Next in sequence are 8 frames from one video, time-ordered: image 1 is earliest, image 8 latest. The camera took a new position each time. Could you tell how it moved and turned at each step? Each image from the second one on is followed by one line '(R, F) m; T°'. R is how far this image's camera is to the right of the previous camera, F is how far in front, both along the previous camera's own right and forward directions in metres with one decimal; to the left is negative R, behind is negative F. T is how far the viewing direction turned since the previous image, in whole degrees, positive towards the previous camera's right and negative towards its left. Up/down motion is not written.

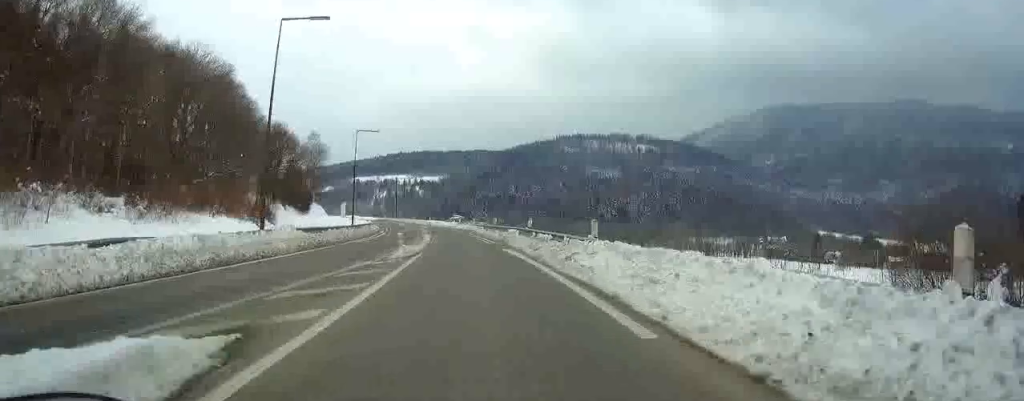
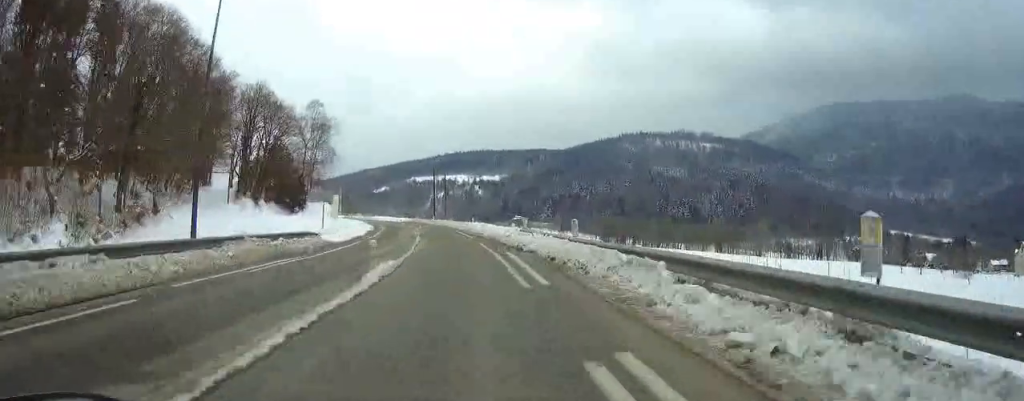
(-2.0, +47.0) m; -6°
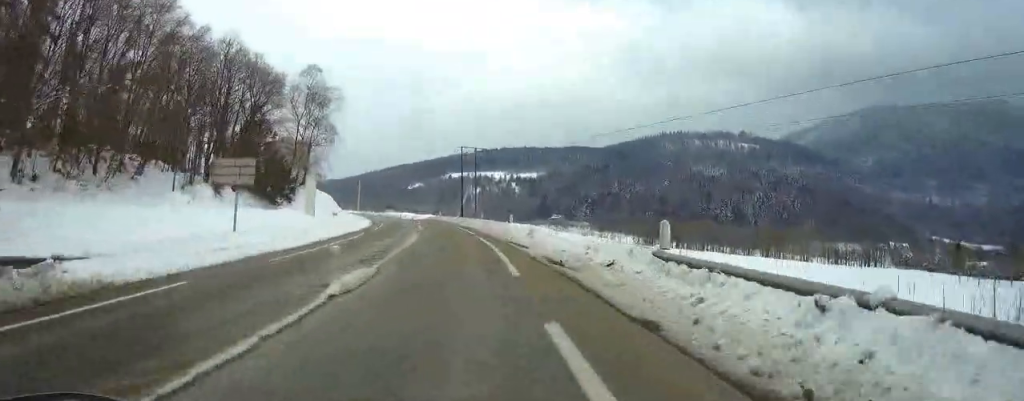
(-0.6, +24.1) m; -3°
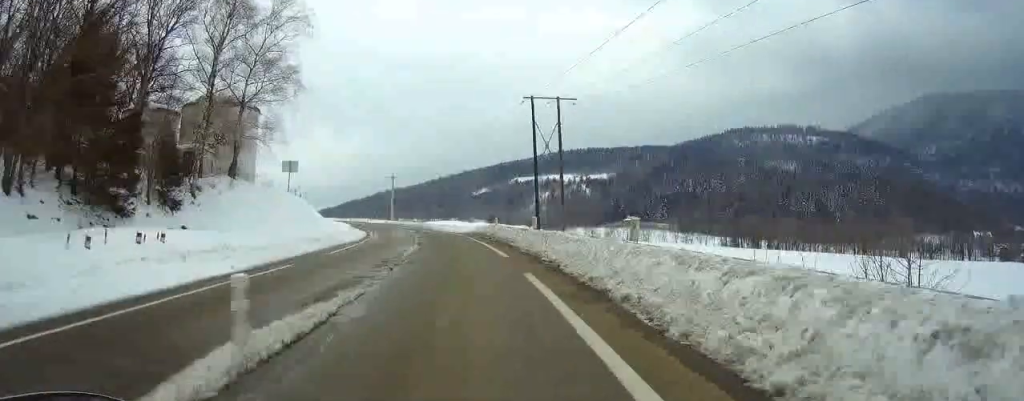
(-2.0, +43.9) m; -6°
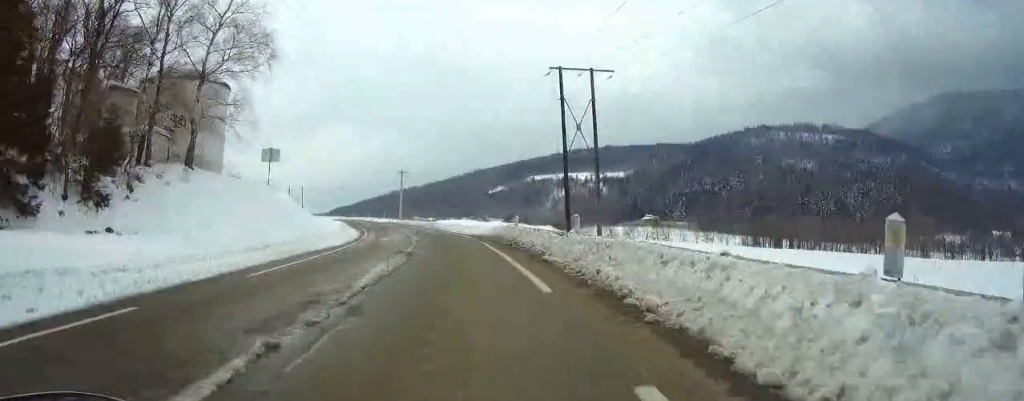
(-0.3, +11.1) m; -1°
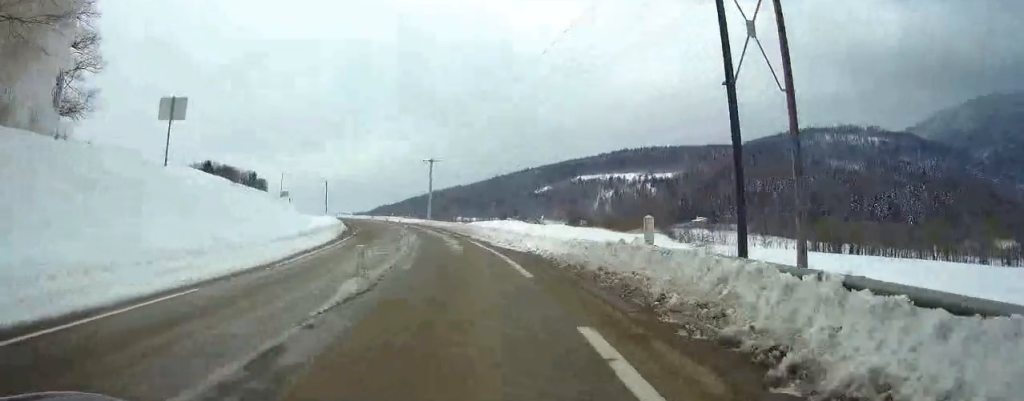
(-0.3, +23.6) m; -3°
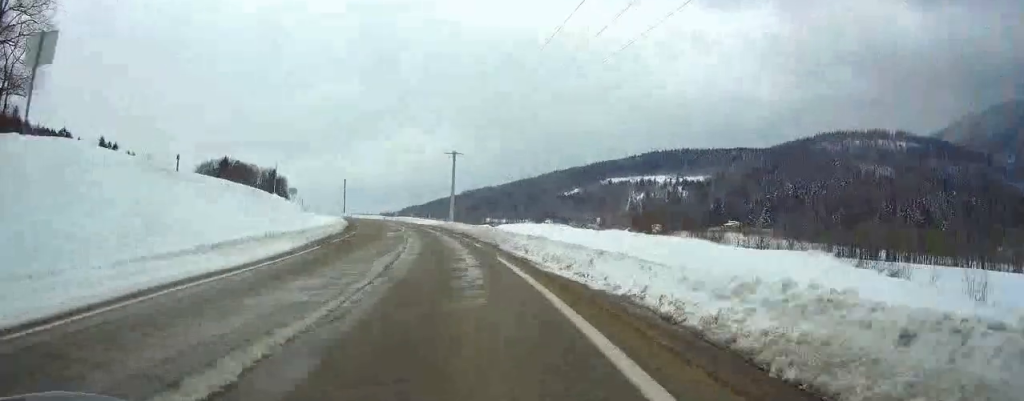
(-0.1, +12.4) m; -2°
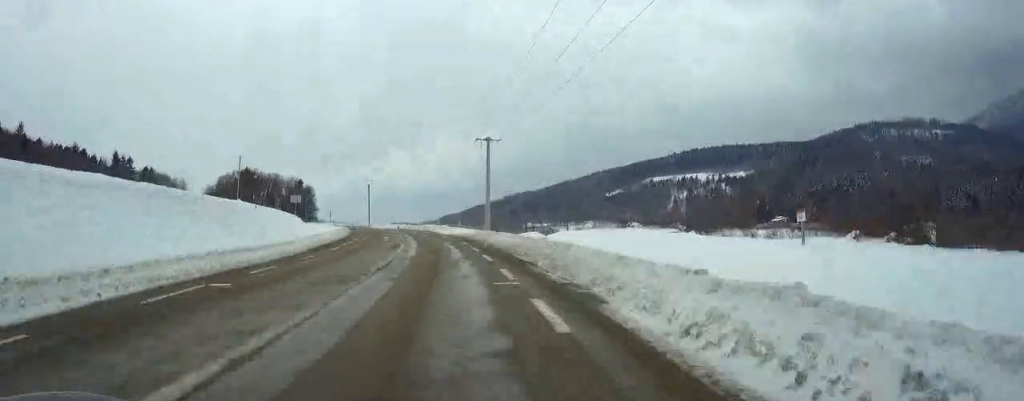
(-0.7, +19.3) m; -4°
